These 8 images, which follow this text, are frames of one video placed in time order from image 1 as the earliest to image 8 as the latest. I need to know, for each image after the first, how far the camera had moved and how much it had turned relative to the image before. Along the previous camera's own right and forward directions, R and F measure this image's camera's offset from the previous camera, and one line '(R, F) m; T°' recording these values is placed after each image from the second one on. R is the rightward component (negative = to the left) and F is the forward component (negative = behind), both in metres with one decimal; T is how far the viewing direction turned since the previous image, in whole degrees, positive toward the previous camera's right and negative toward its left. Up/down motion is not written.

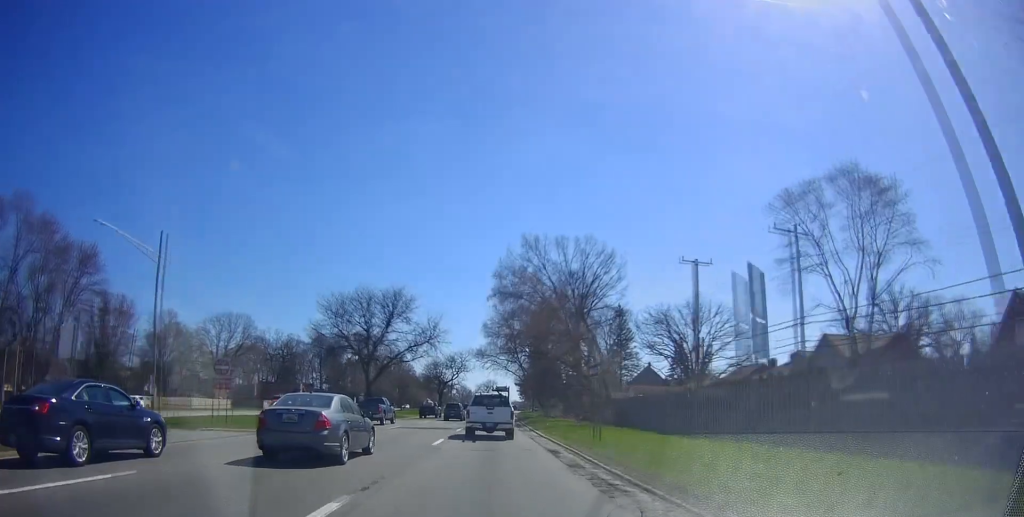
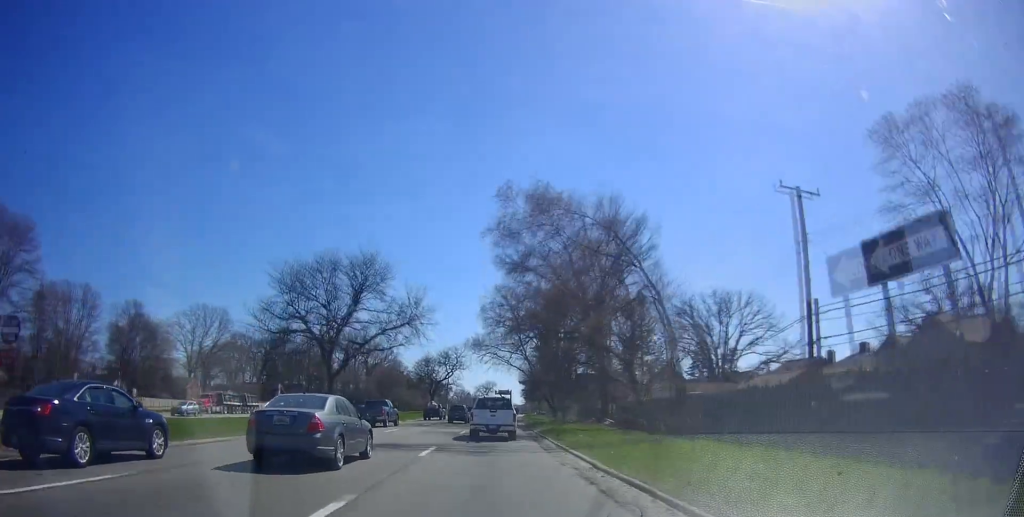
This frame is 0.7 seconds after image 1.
(-0.1, +16.1) m; 0°
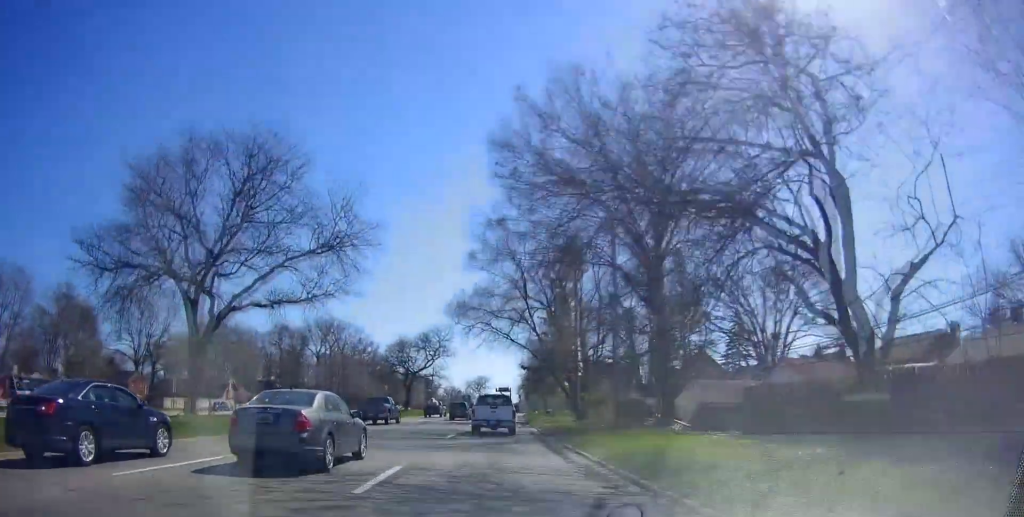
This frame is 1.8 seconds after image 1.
(+0.1, +24.2) m; +1°
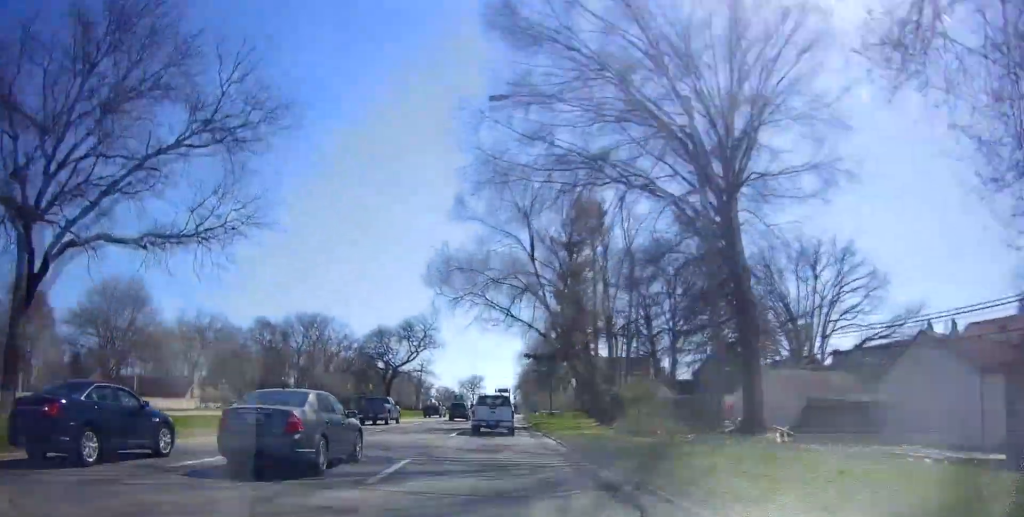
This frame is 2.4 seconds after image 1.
(+0.1, +13.2) m; 0°
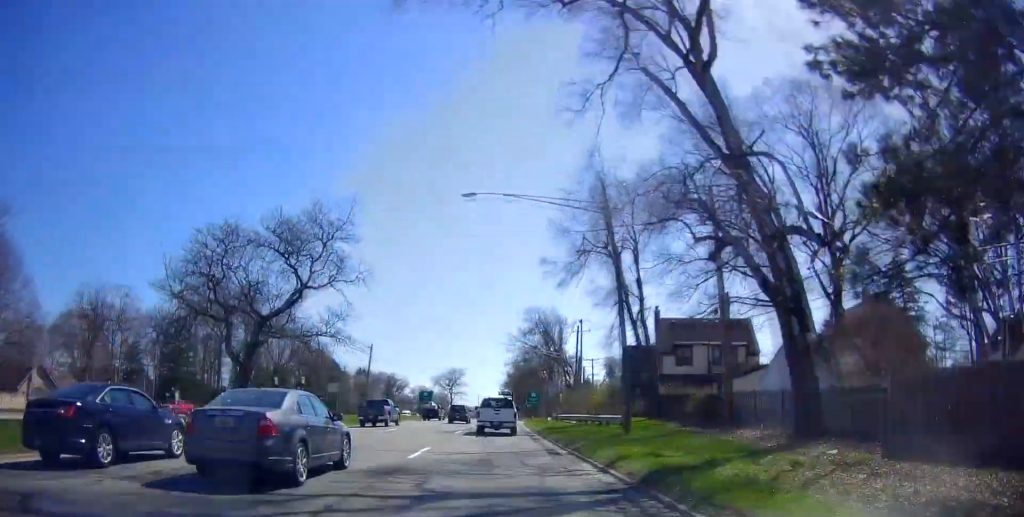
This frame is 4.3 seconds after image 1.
(+0.1, +41.5) m; +1°
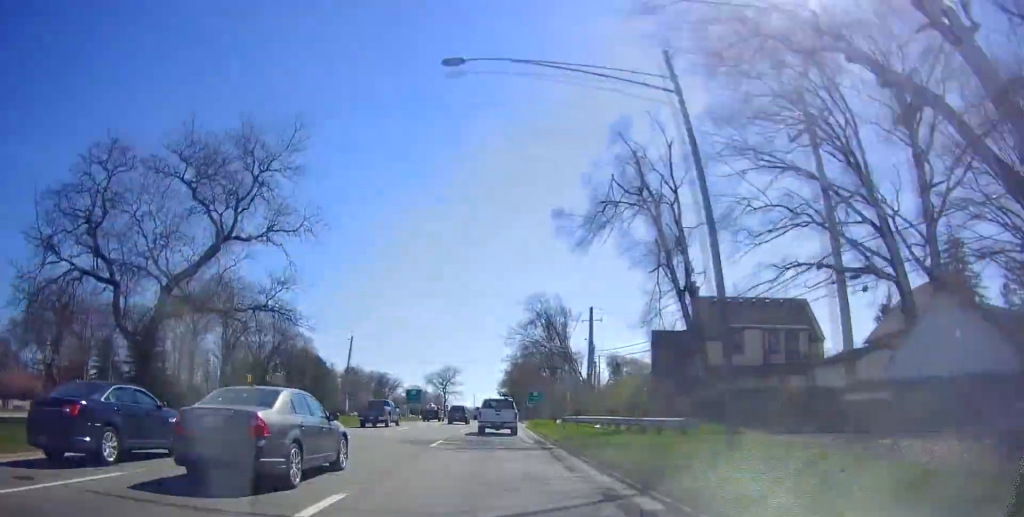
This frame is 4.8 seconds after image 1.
(+0.2, +11.0) m; 0°
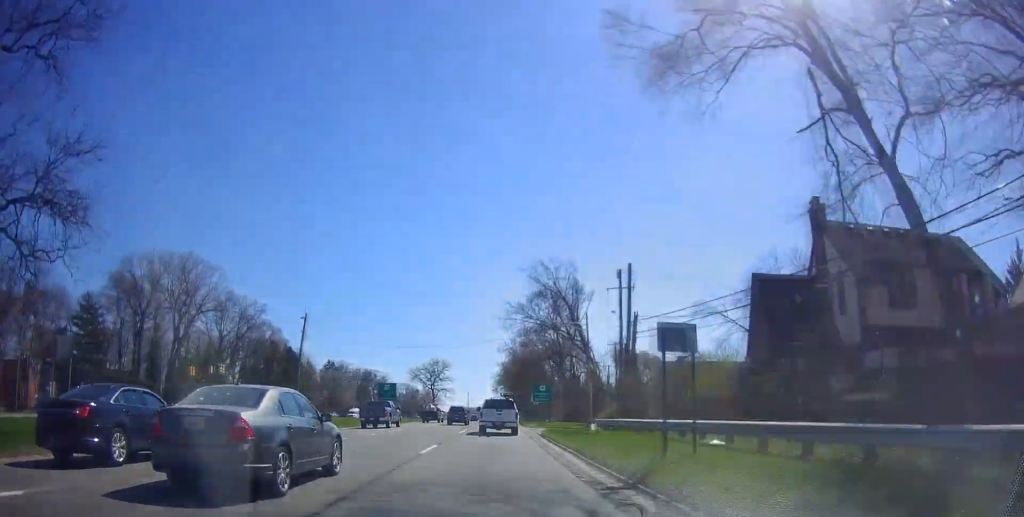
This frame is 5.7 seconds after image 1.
(0.0, +18.2) m; 0°
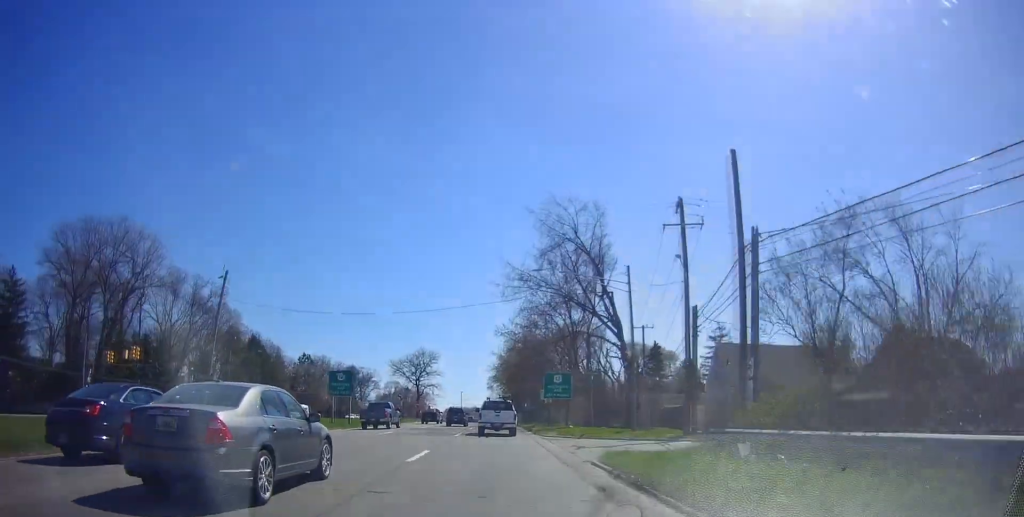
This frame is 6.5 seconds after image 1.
(-0.2, +18.8) m; 0°
